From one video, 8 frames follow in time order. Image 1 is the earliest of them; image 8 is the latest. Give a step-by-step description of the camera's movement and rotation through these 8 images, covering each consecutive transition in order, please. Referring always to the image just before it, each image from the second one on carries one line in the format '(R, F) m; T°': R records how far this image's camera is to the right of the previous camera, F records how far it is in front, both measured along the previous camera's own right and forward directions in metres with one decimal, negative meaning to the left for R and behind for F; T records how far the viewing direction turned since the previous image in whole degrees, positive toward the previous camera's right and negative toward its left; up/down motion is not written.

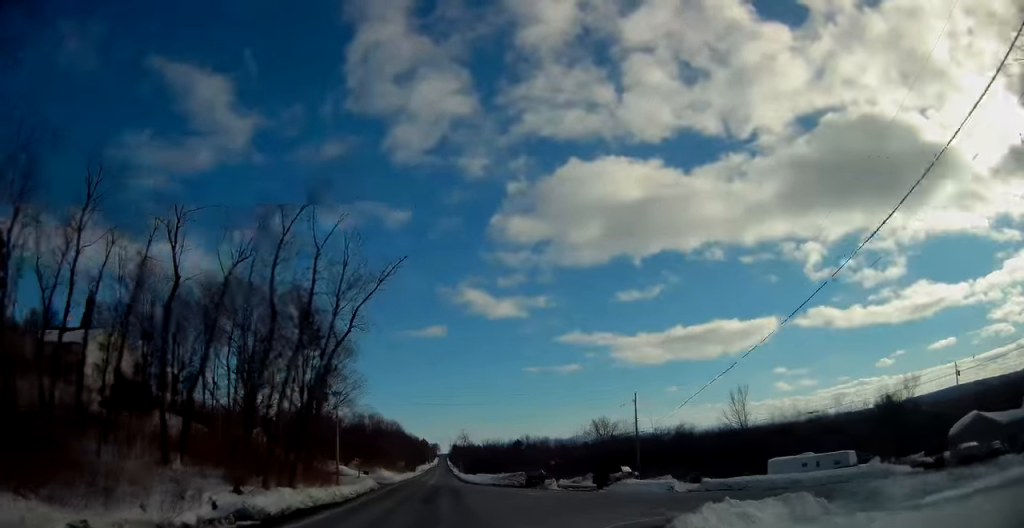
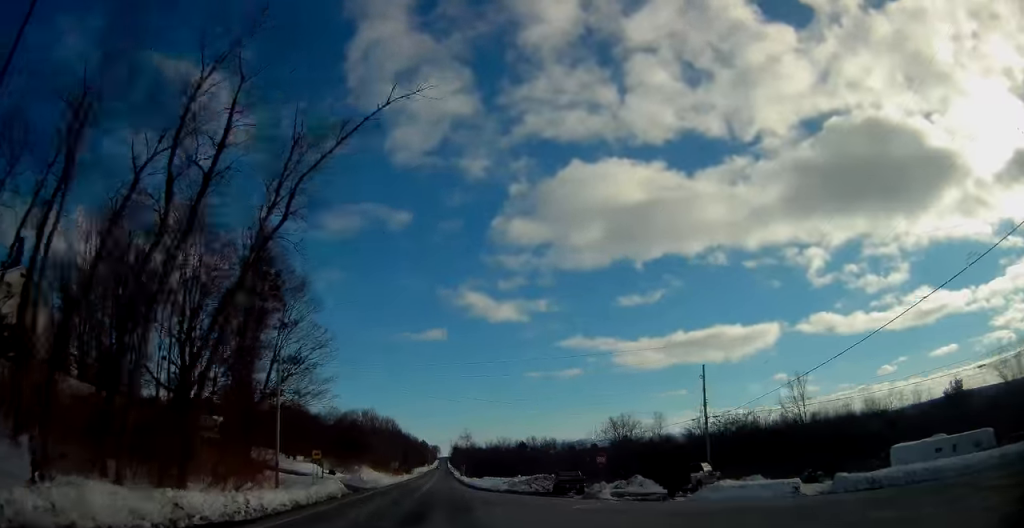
(+0.2, +17.1) m; 0°
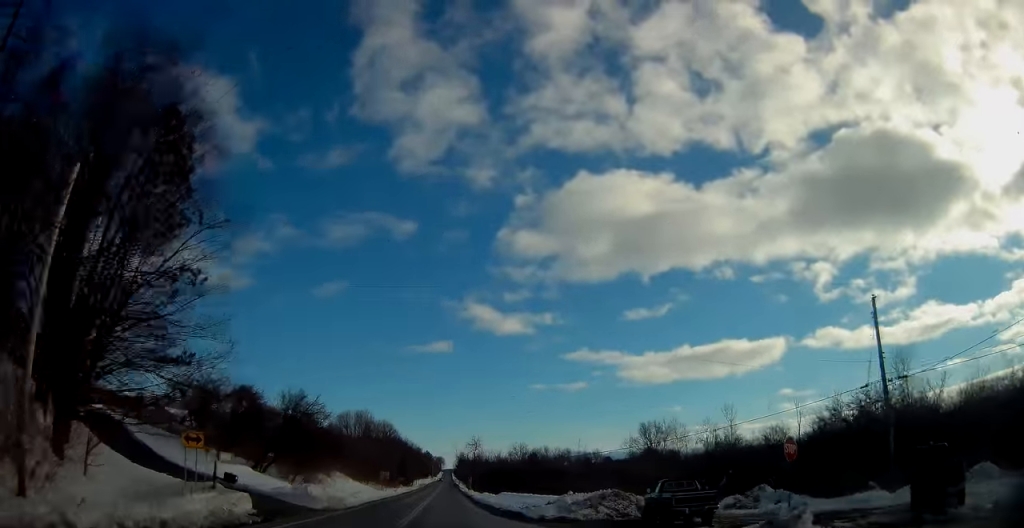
(-0.1, +20.7) m; 0°
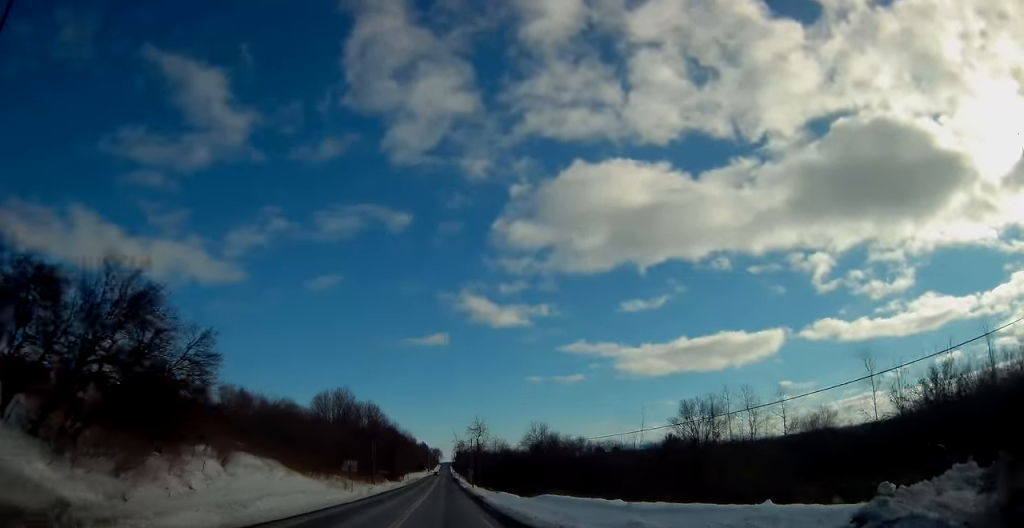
(-0.1, +25.2) m; 0°
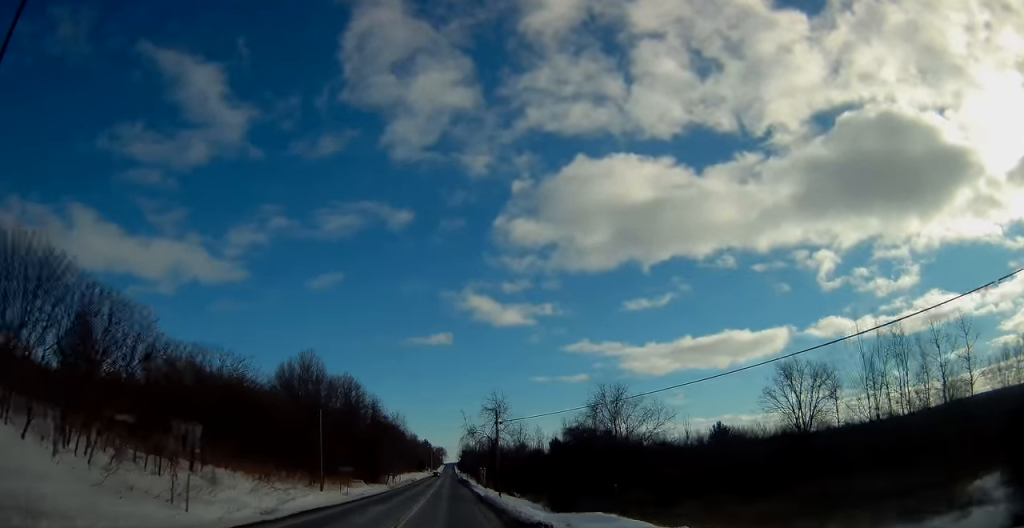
(0.0, +33.3) m; +1°
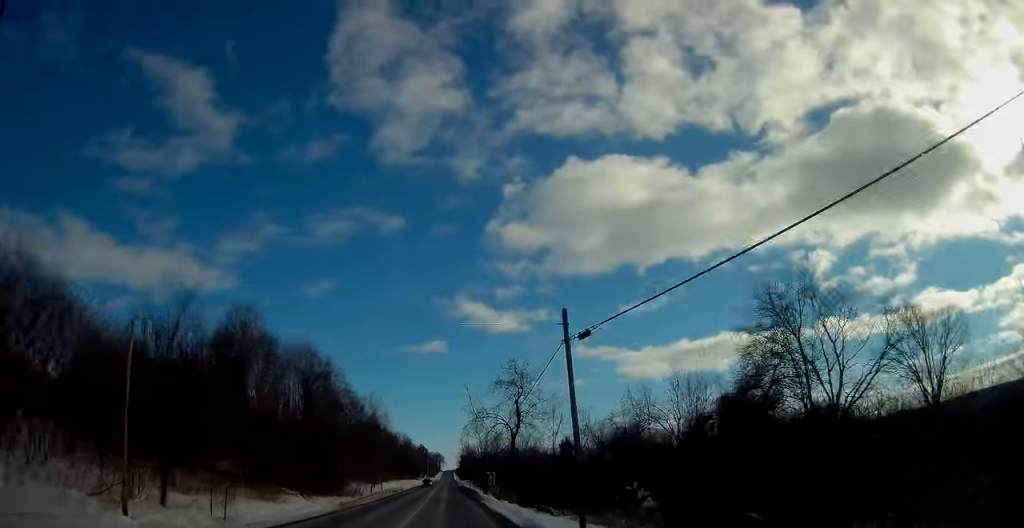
(+0.2, +25.8) m; 0°
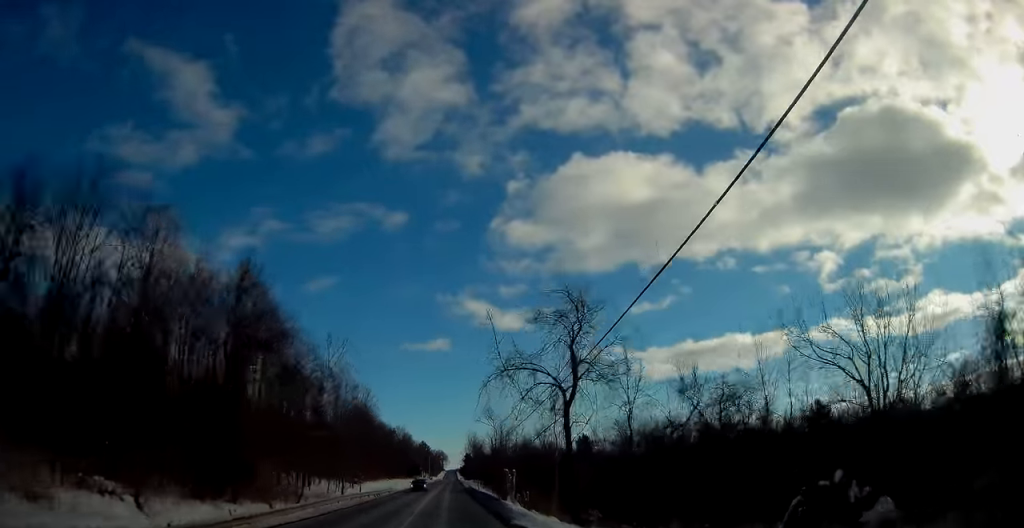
(-0.2, +21.2) m; 0°
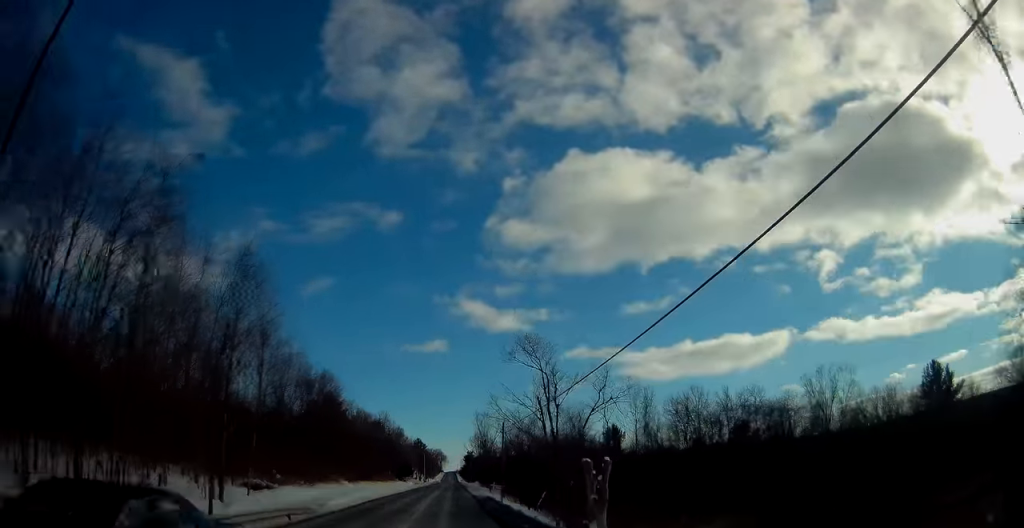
(-0.2, +36.0) m; 0°
